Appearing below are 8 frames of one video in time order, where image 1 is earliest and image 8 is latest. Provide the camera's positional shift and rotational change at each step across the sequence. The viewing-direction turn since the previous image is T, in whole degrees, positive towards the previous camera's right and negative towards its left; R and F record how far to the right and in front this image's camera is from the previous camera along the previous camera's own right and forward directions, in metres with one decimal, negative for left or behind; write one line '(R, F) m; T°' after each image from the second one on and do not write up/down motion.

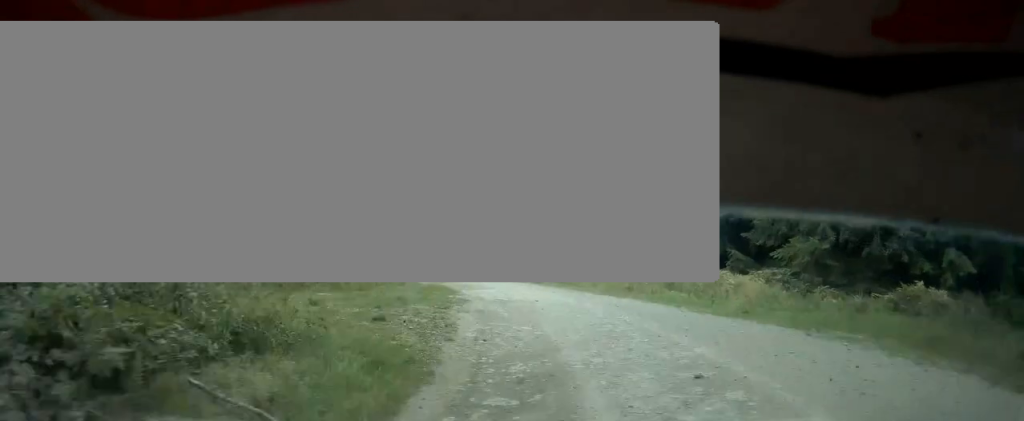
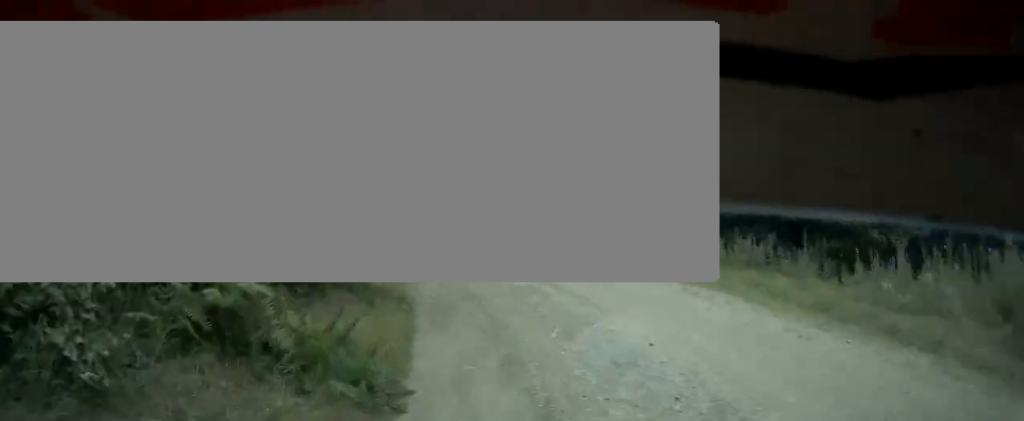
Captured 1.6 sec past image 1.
(-11.2, +28.1) m; -45°
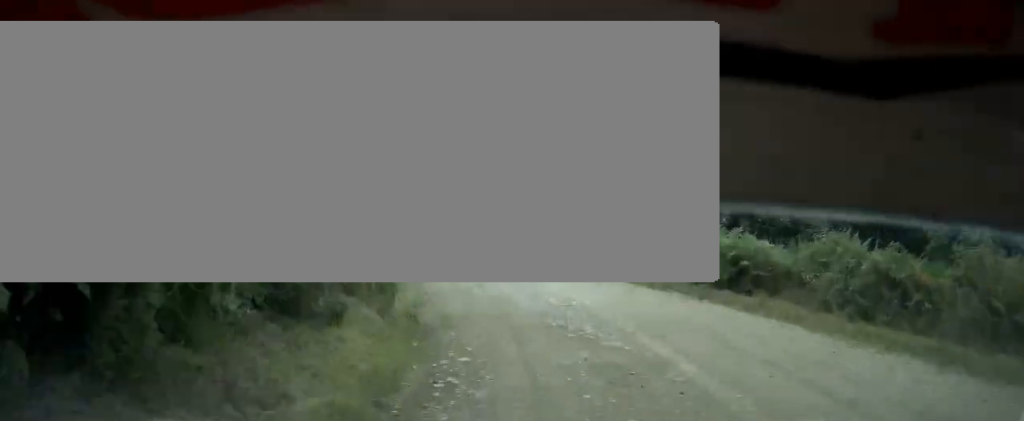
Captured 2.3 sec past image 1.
(-1.7, +11.7) m; -9°
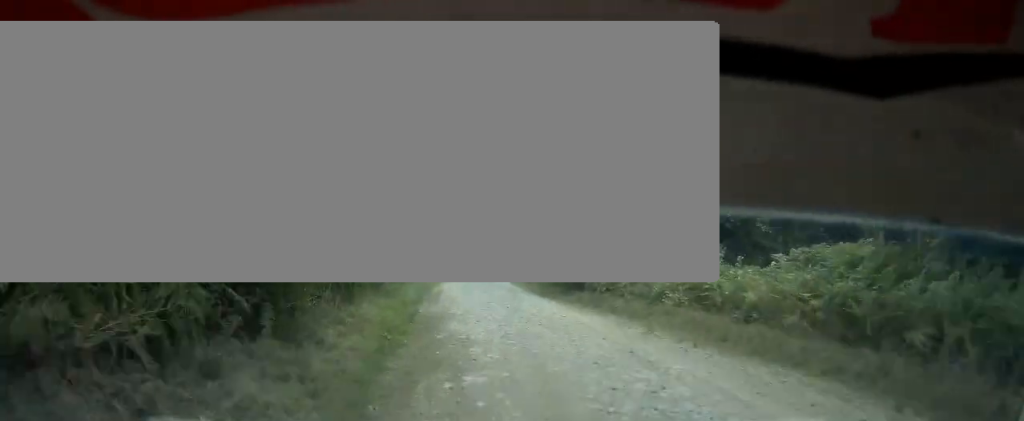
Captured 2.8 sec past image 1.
(-0.4, +10.1) m; -3°
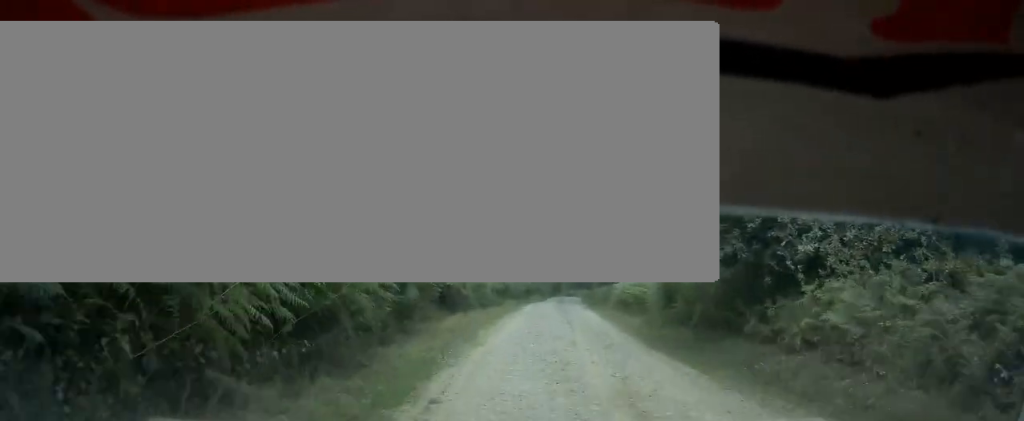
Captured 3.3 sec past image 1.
(-0.2, +10.4) m; -3°
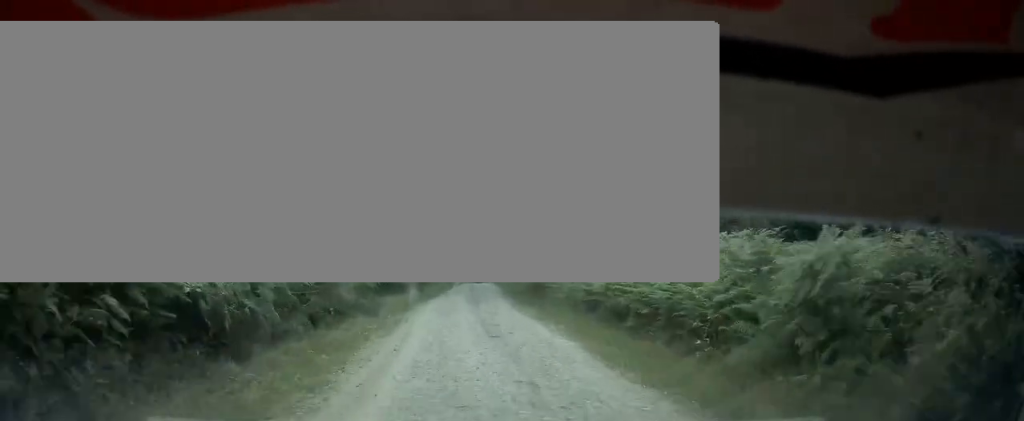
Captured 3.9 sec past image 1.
(+0.5, +12.0) m; -4°
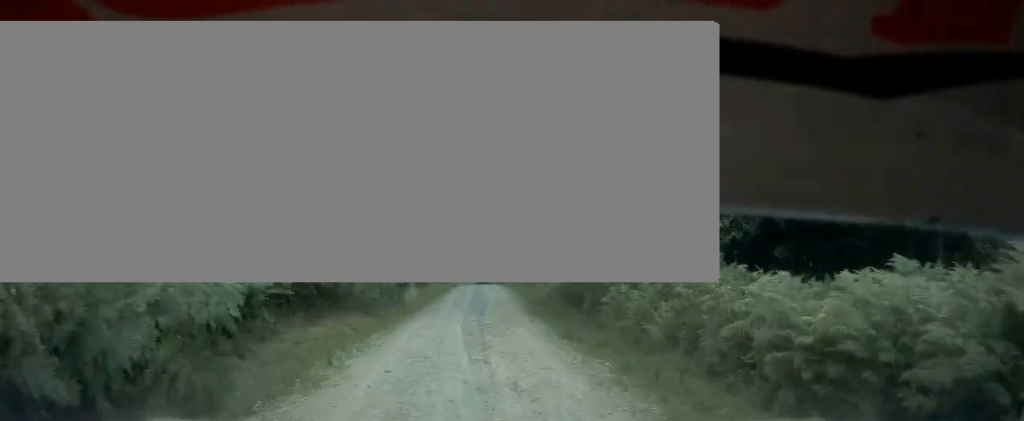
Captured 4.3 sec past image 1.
(-0.9, +10.7) m; -2°
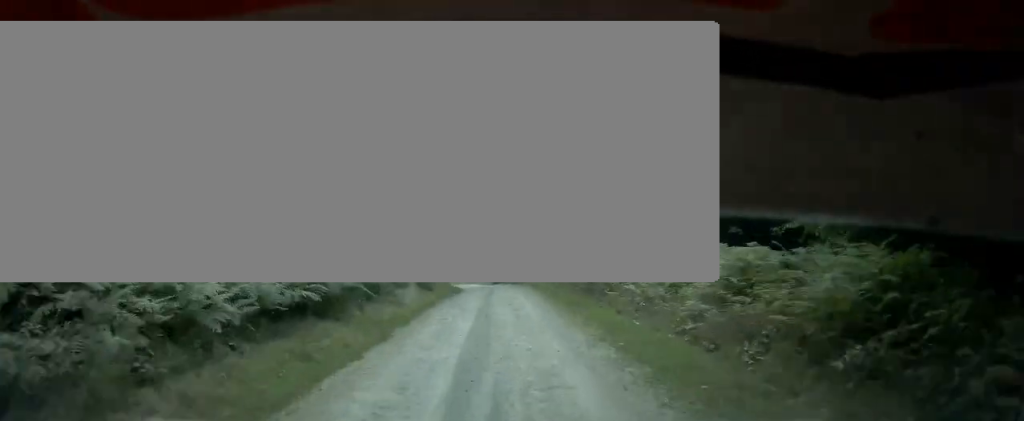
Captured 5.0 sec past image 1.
(-1.0, +18.6) m; -3°
